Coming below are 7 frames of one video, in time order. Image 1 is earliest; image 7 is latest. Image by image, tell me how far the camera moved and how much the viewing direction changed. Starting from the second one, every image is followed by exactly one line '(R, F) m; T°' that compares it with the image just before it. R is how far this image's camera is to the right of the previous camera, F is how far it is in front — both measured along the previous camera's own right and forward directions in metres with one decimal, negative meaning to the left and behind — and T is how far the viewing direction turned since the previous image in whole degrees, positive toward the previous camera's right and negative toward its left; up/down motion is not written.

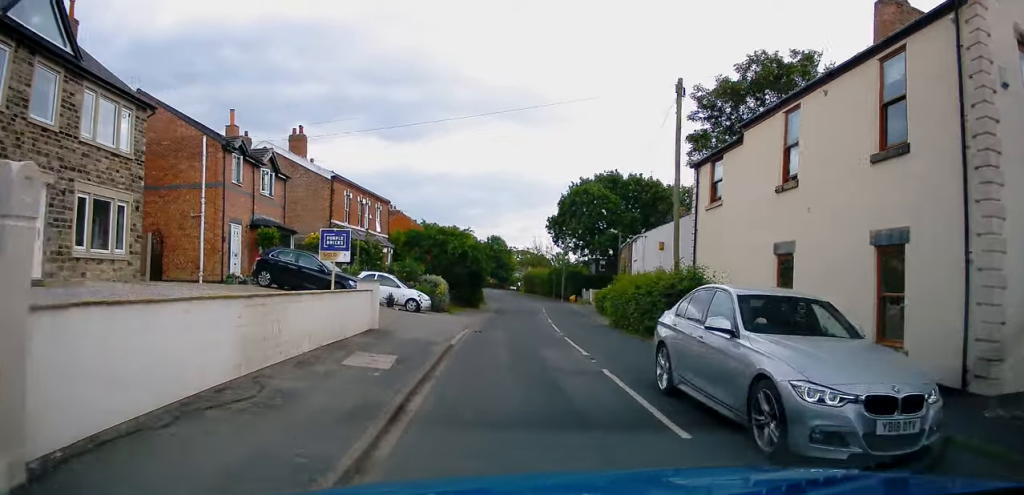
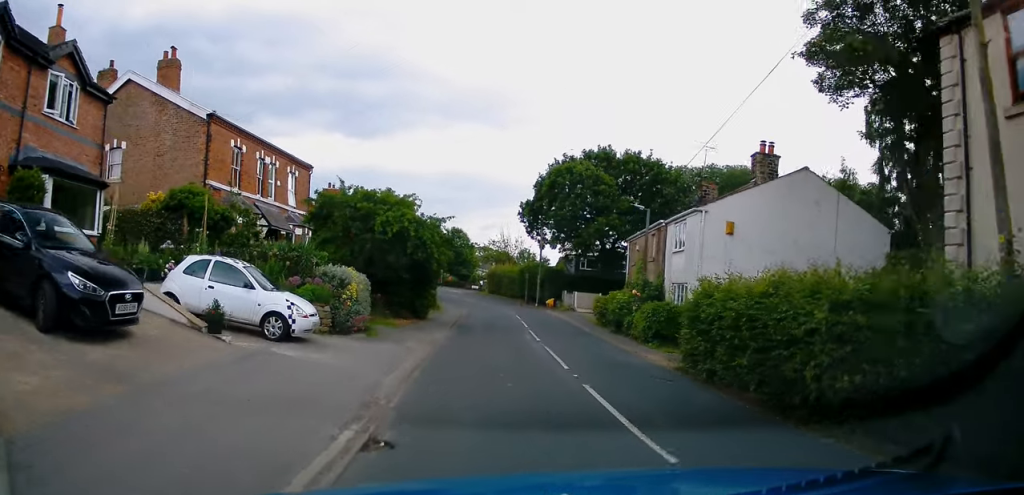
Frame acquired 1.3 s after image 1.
(+0.1, +13.0) m; +3°
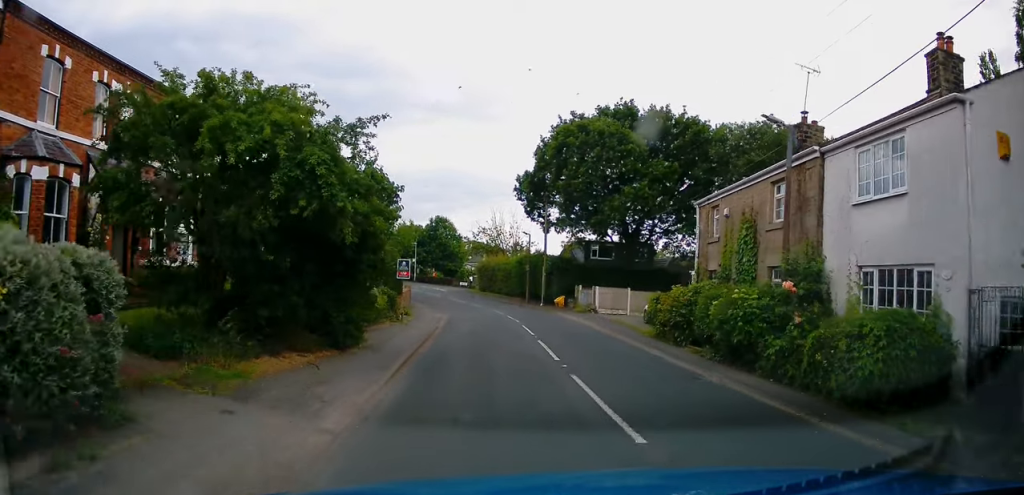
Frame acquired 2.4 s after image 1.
(+0.4, +11.8) m; +2°
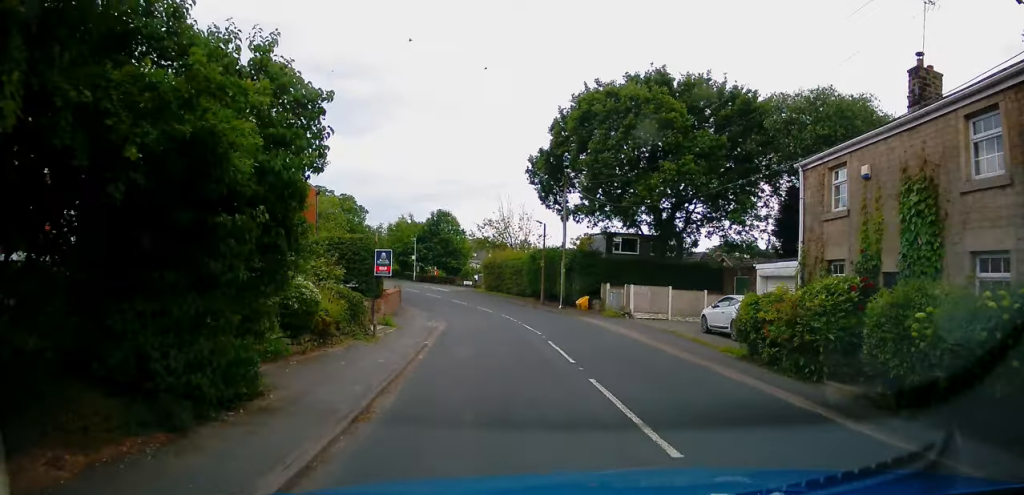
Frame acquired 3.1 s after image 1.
(0.0, +6.8) m; 0°
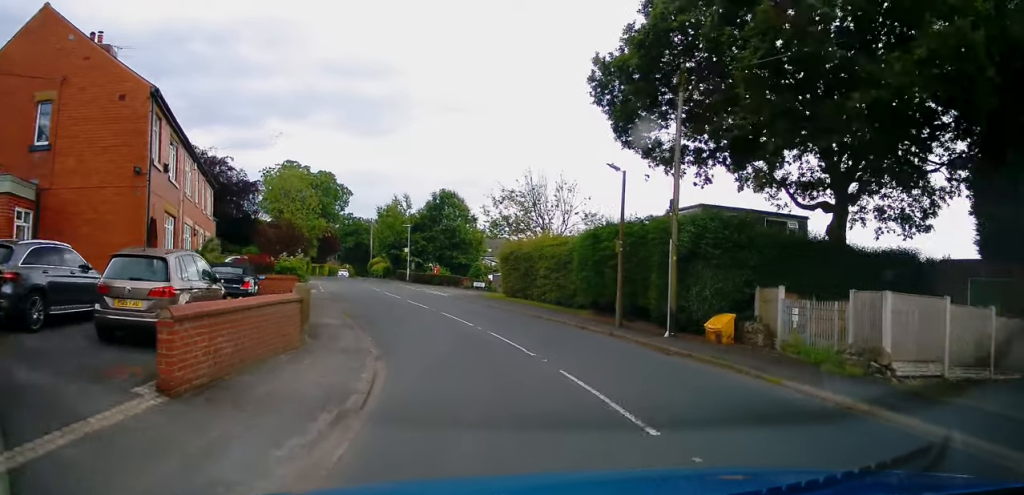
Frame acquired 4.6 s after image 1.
(-0.5, +18.1) m; -4°
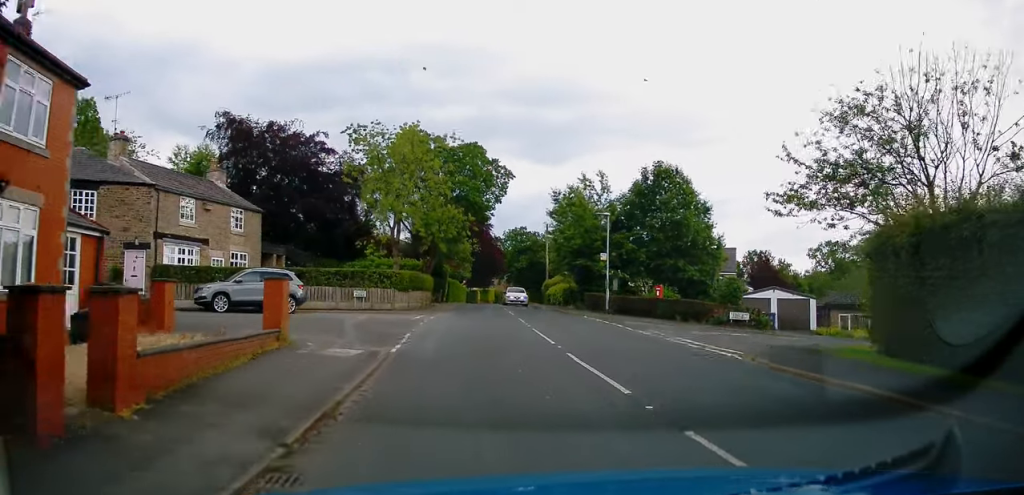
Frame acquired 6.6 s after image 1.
(-2.2, +22.8) m; -12°
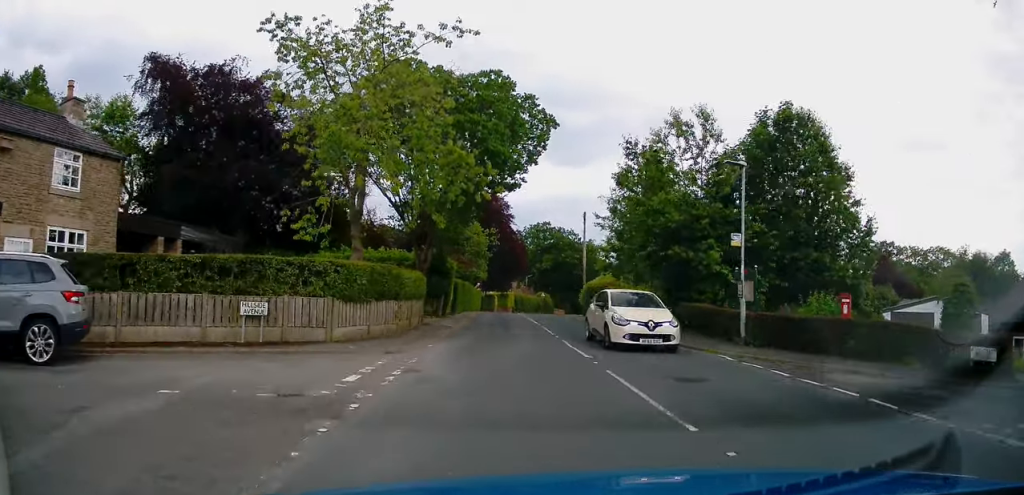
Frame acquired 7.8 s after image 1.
(-0.6, +14.6) m; -3°
